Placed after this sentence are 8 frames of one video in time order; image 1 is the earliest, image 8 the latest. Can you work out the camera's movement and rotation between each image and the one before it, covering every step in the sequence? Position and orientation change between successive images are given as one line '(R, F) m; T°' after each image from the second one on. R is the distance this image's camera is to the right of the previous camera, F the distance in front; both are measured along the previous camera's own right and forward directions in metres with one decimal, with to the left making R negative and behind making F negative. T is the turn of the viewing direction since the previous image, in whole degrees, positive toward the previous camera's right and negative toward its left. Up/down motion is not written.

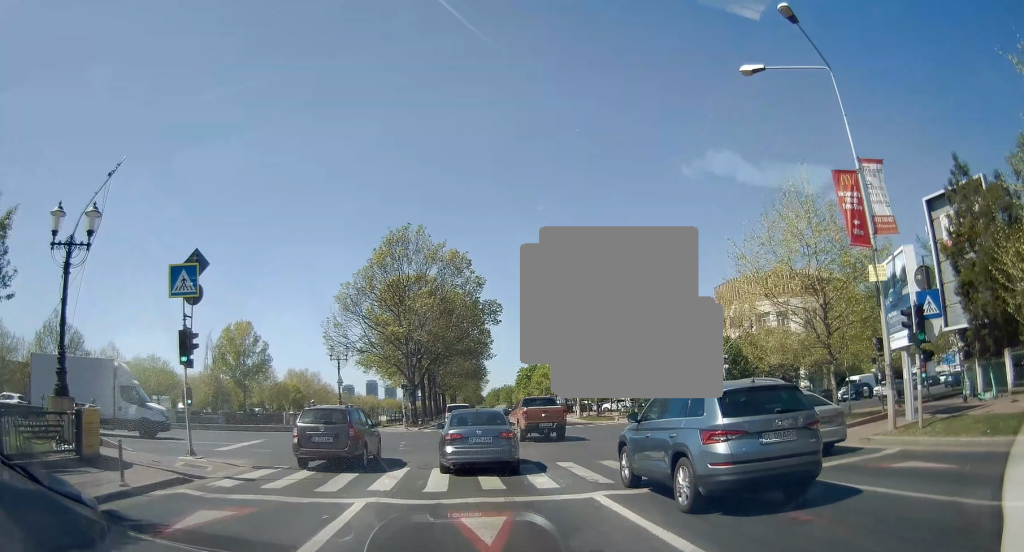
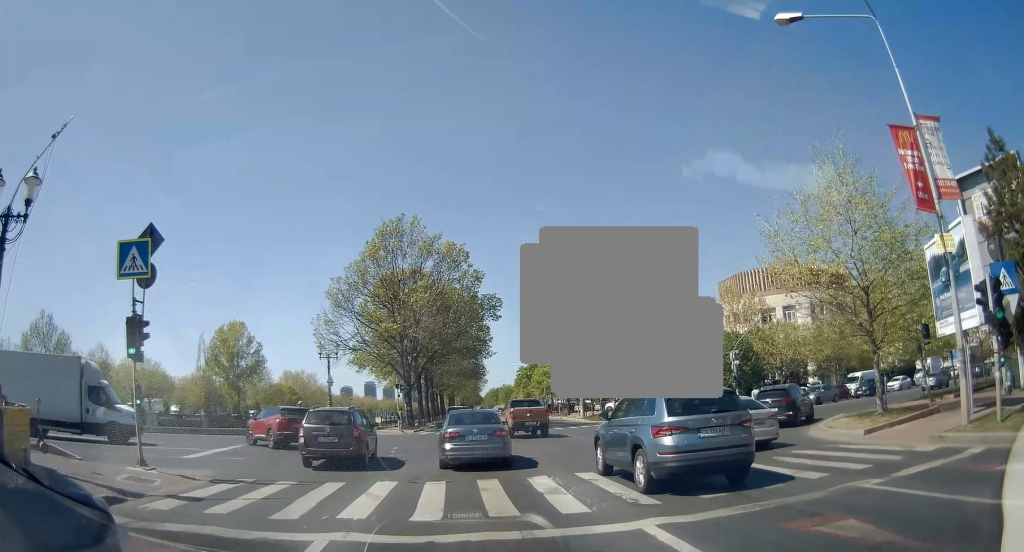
(+0.2, +2.5) m; +2°
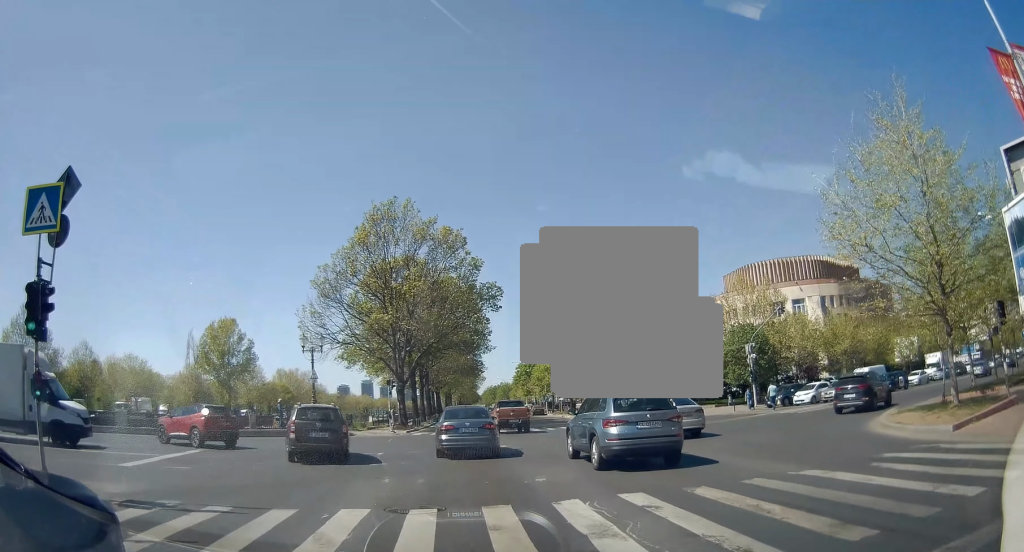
(0.0, +3.6) m; -1°
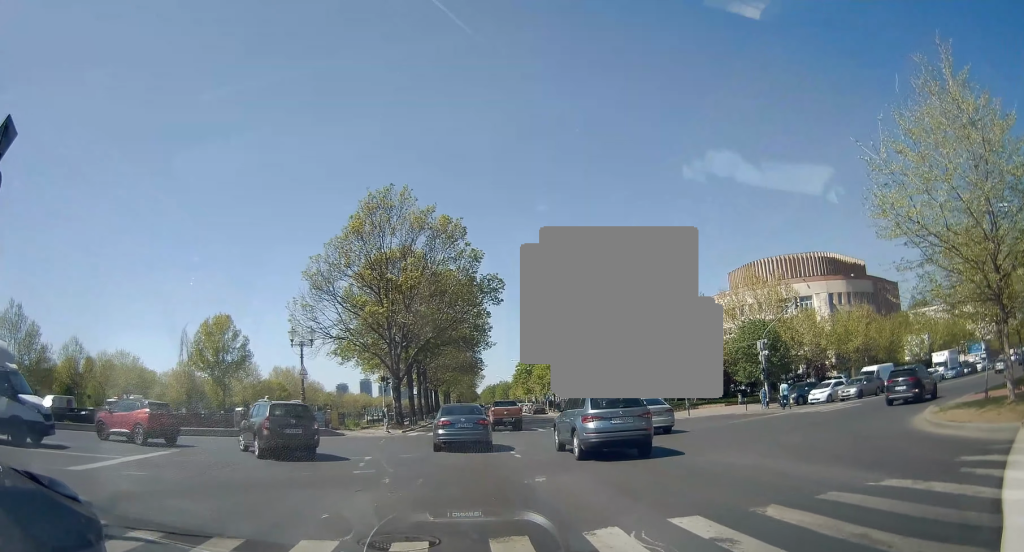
(0.0, +2.1) m; -1°
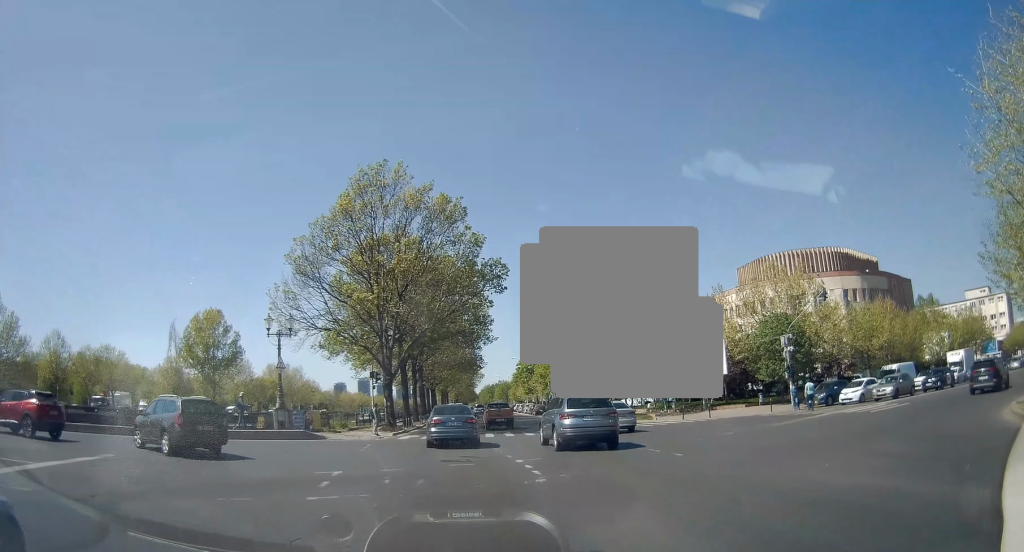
(-0.1, +3.7) m; -1°
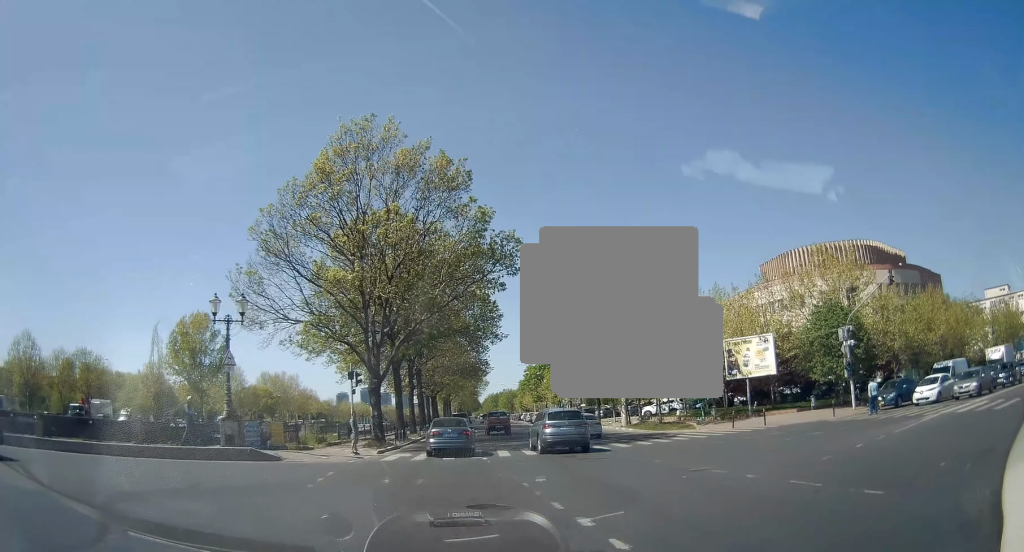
(-0.1, +6.3) m; -2°
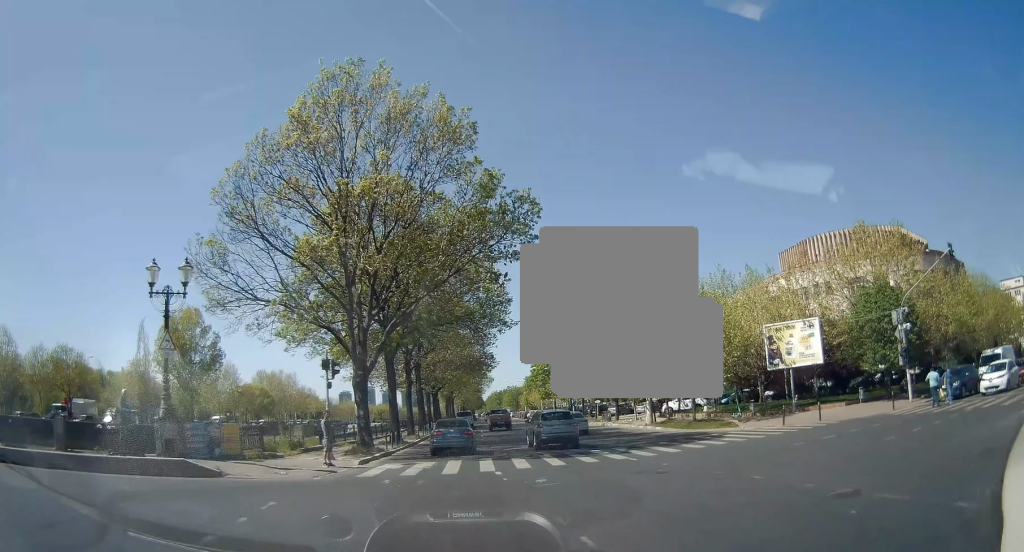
(-0.1, +4.8) m; 0°
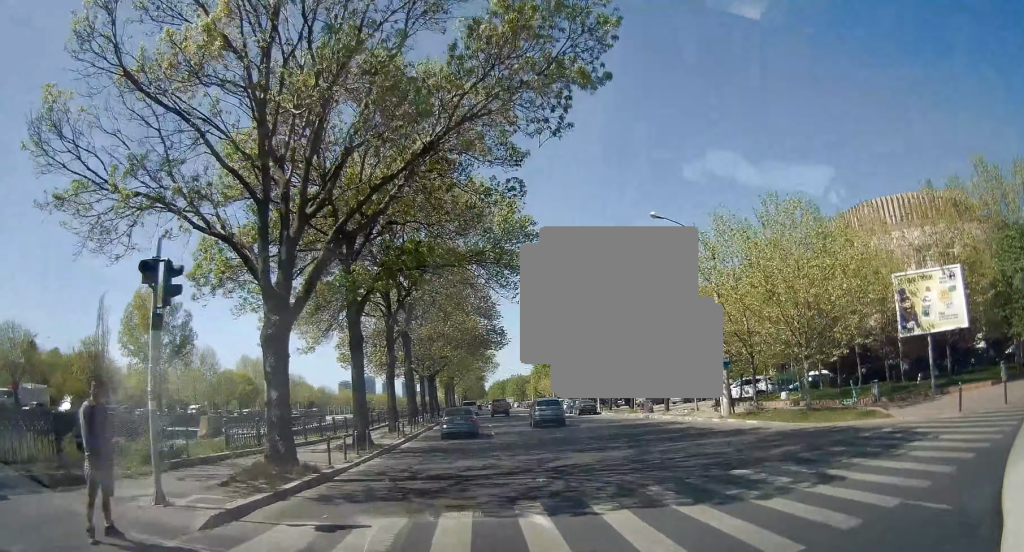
(+0.4, +11.6) m; +4°
